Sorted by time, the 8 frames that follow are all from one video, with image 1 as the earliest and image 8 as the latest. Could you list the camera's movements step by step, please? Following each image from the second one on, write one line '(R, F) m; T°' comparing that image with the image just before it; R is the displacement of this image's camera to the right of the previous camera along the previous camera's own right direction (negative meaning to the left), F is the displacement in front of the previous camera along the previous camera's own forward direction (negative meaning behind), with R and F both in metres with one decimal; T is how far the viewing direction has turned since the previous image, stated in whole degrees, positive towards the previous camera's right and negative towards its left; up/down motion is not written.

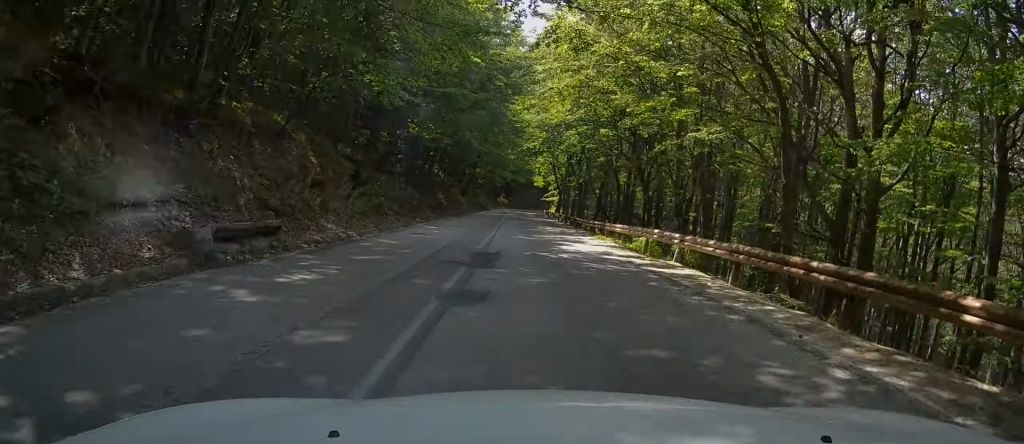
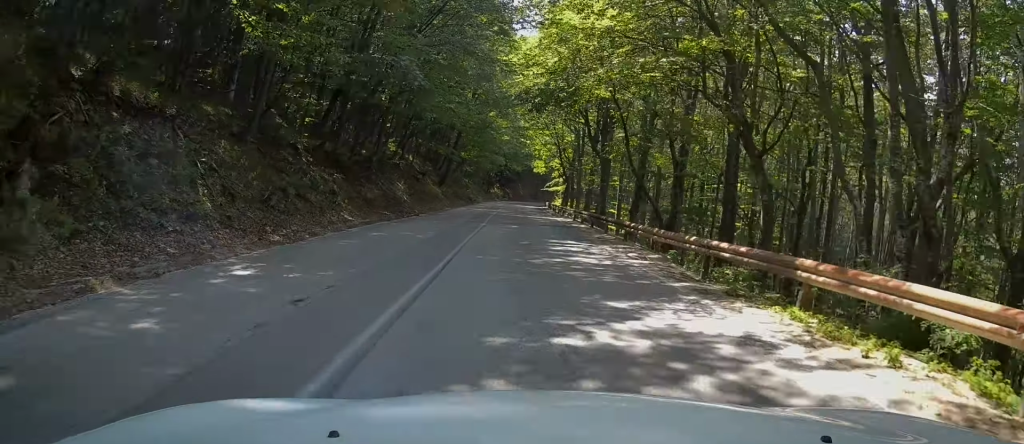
(+0.1, +18.5) m; -1°
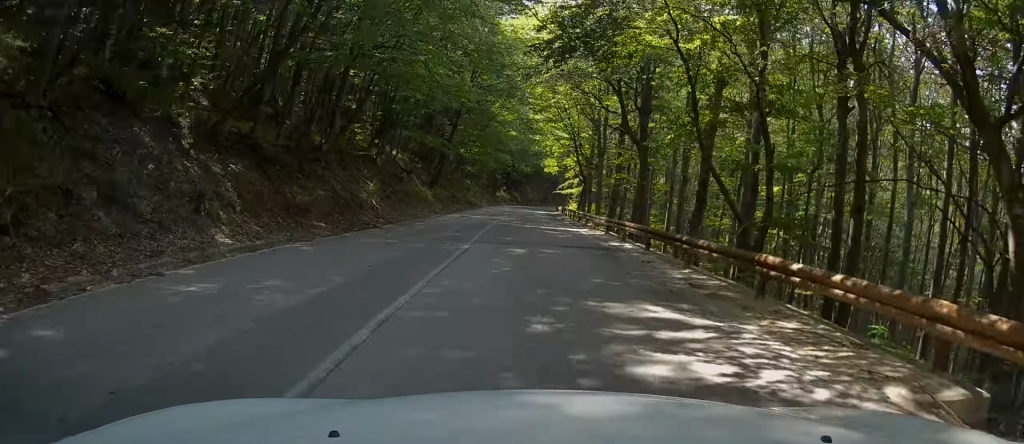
(-0.1, +10.3) m; -2°
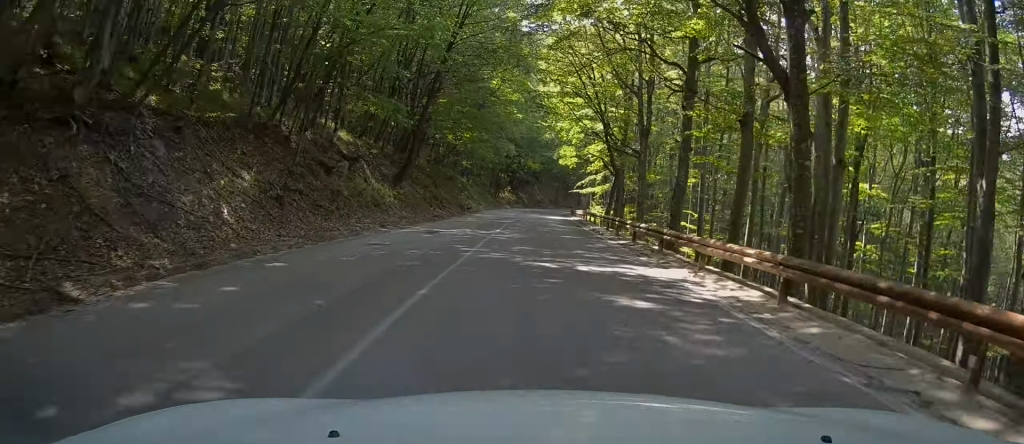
(-0.5, +15.6) m; -2°
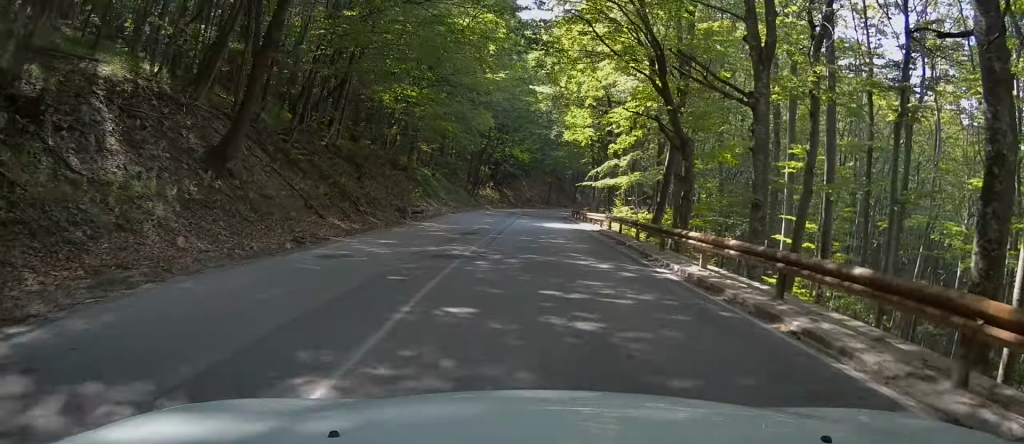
(+0.1, +18.8) m; +2°
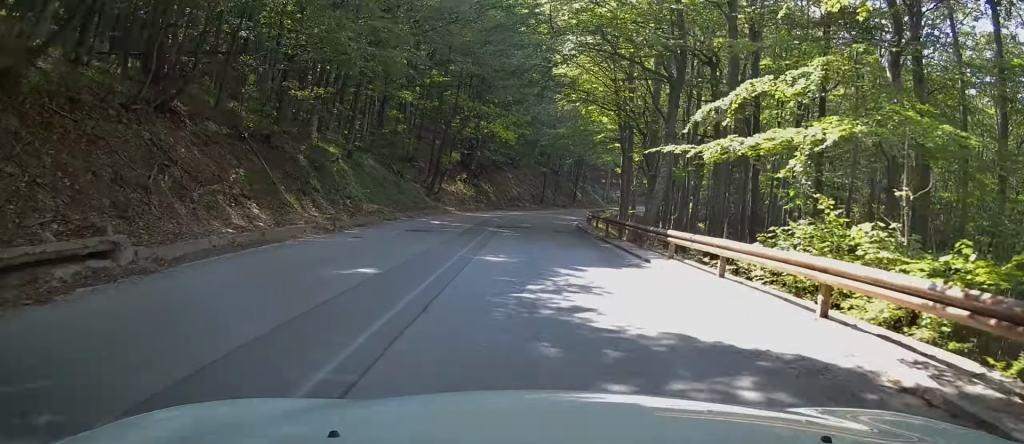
(+0.9, +23.2) m; +3°
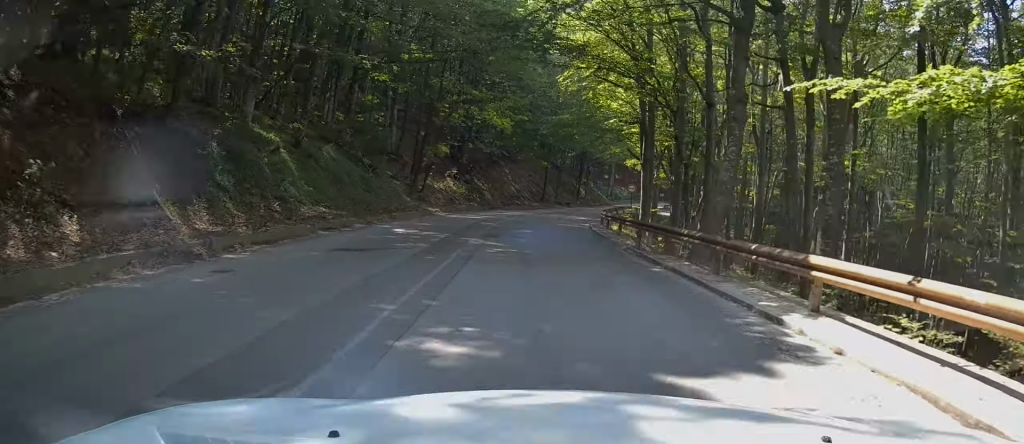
(0.0, +7.1) m; 0°
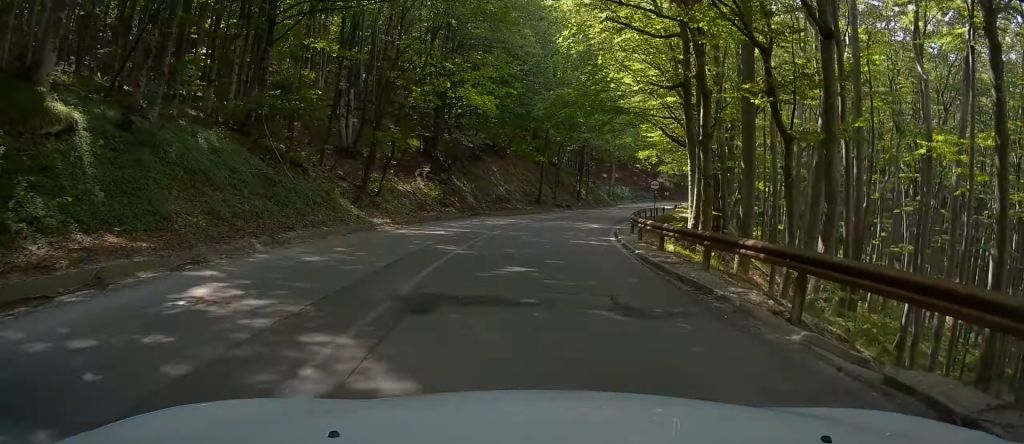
(-0.1, +11.0) m; 0°
